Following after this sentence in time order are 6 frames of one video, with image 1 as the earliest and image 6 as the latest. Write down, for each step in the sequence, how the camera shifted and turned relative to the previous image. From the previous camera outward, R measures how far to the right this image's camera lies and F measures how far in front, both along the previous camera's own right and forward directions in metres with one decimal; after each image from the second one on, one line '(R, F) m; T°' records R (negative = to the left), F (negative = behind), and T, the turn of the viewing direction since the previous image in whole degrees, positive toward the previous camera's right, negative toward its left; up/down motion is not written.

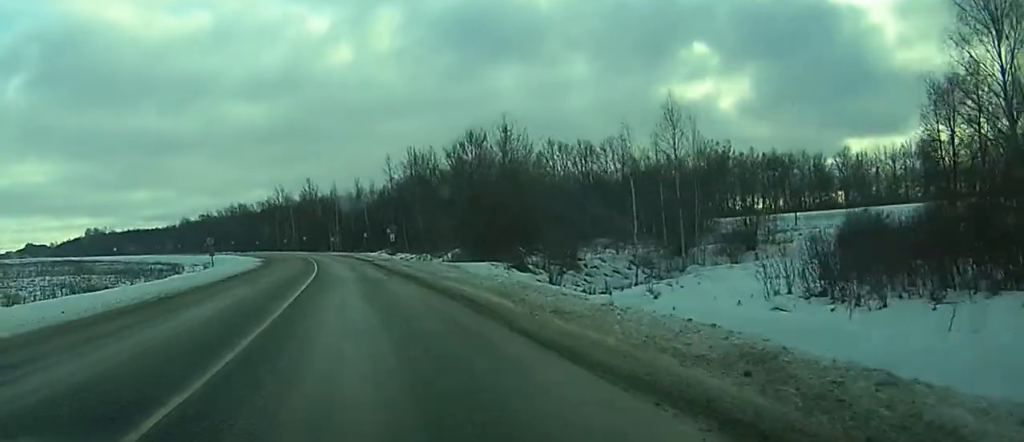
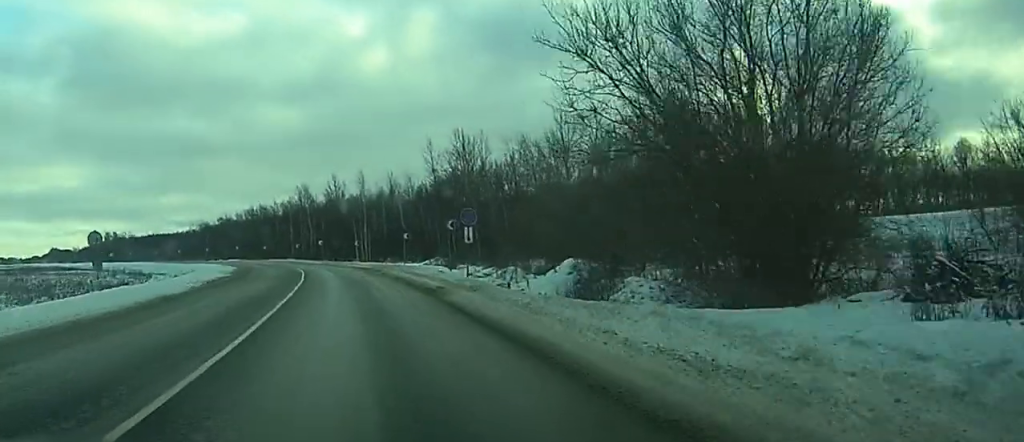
(-4.9, +37.5) m; -5°
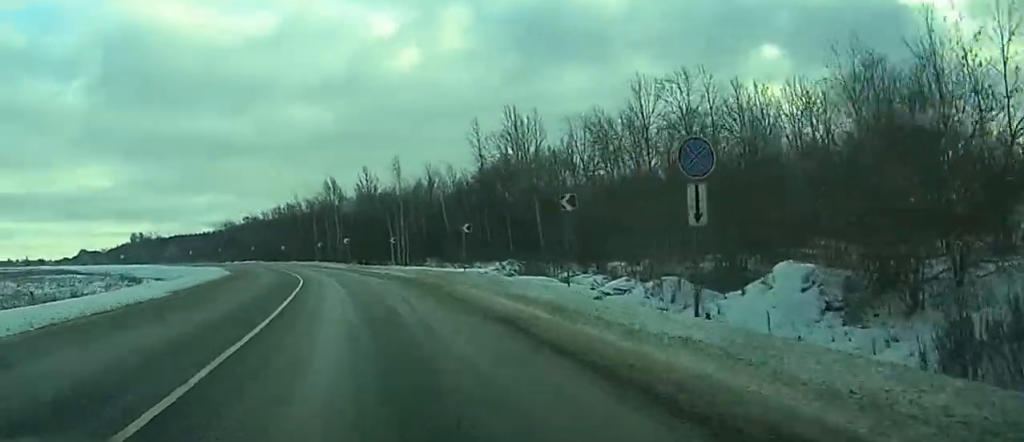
(+1.1, +23.1) m; +3°
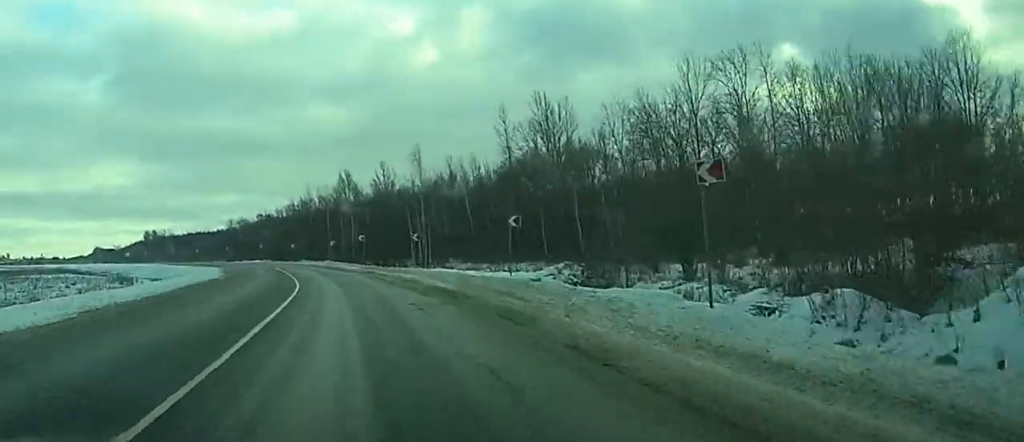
(0.0, +10.8) m; 0°
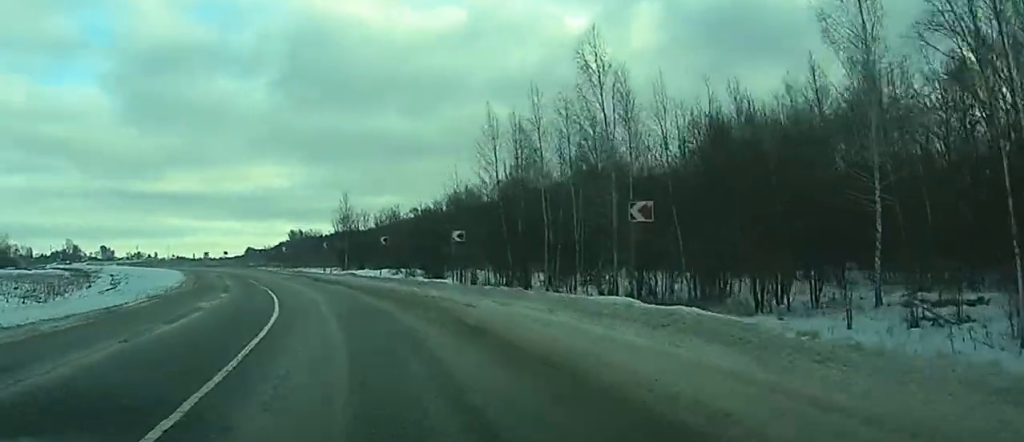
(-5.7, +78.1) m; -10°
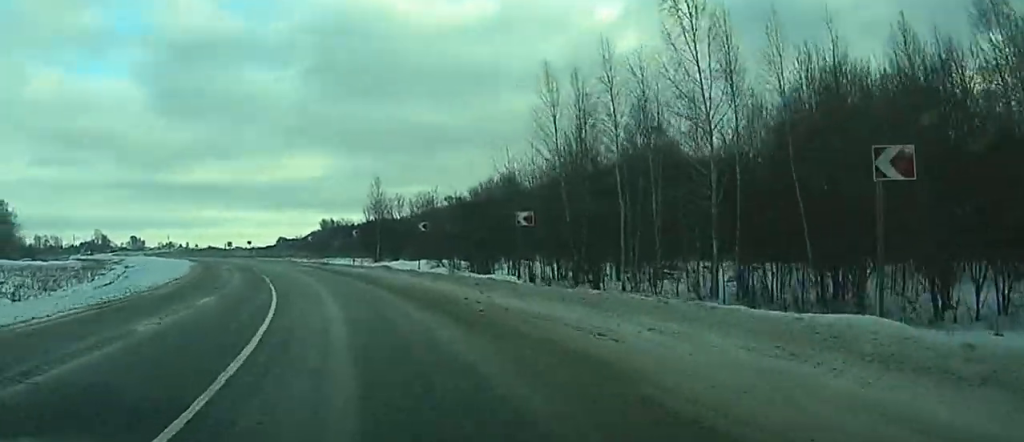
(-0.1, +9.7) m; -3°
